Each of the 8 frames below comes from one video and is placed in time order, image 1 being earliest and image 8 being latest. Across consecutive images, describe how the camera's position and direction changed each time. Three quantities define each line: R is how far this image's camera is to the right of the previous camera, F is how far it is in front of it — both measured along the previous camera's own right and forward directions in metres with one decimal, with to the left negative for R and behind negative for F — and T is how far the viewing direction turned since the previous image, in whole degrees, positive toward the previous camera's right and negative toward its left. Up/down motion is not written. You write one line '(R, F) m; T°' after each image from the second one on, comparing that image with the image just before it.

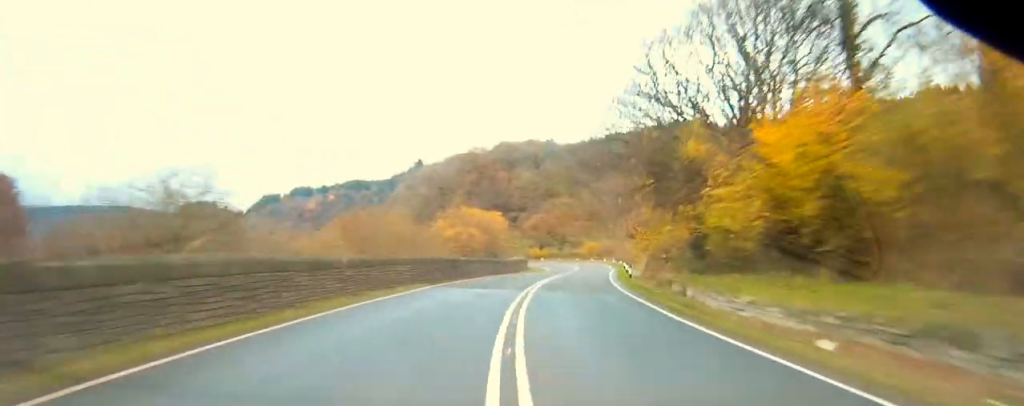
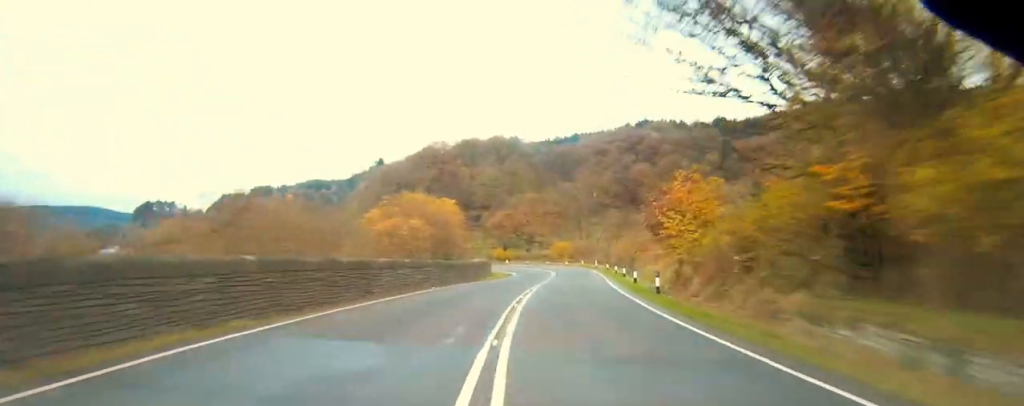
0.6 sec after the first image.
(+0.5, +17.0) m; +3°
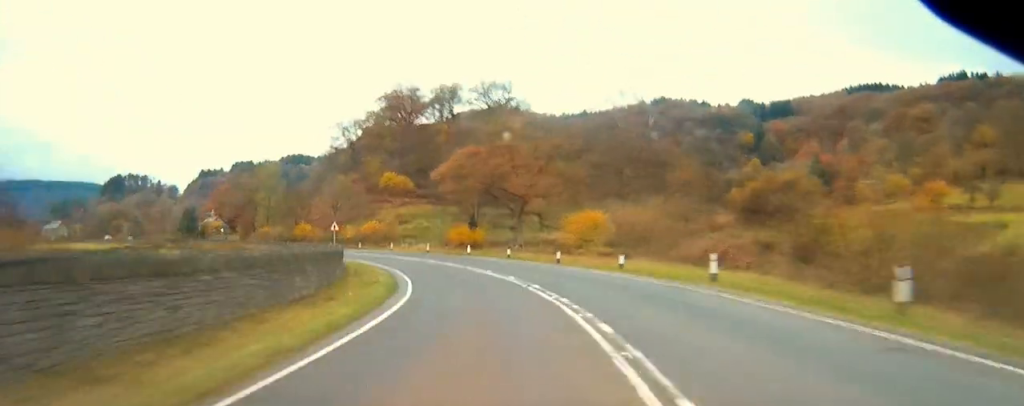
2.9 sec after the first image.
(+3.1, +66.1) m; -1°
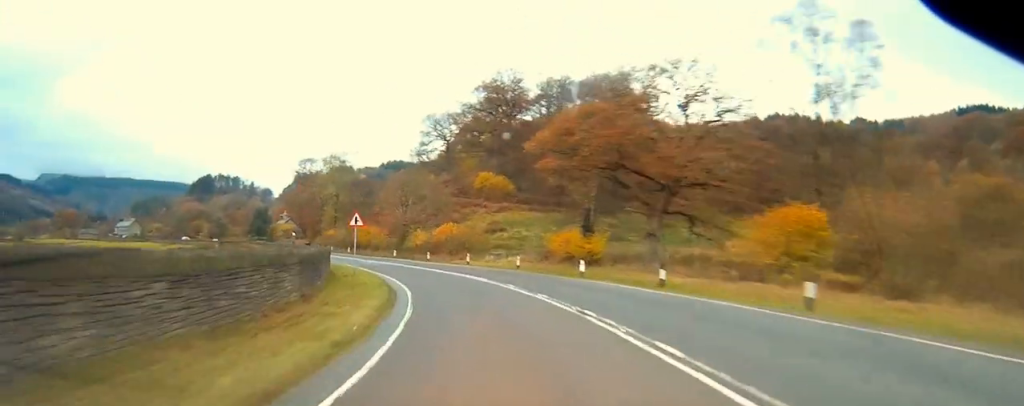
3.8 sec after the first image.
(-1.2, +24.6) m; -8°
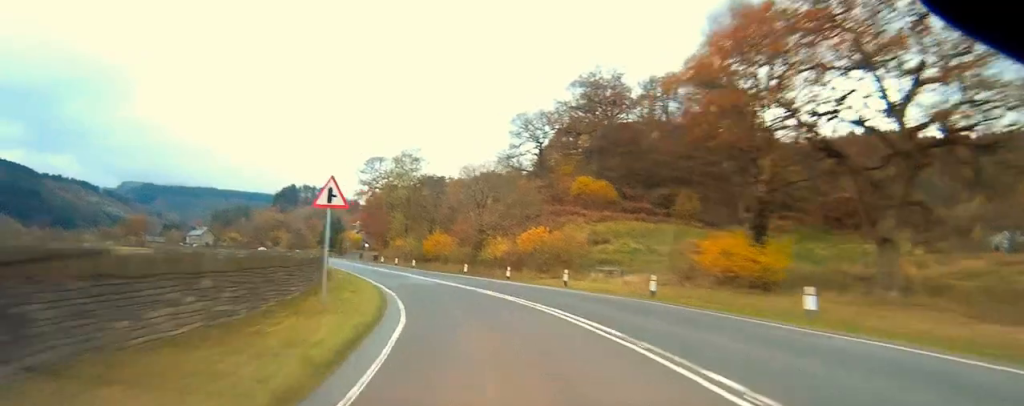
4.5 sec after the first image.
(-1.0, +19.0) m; -8°
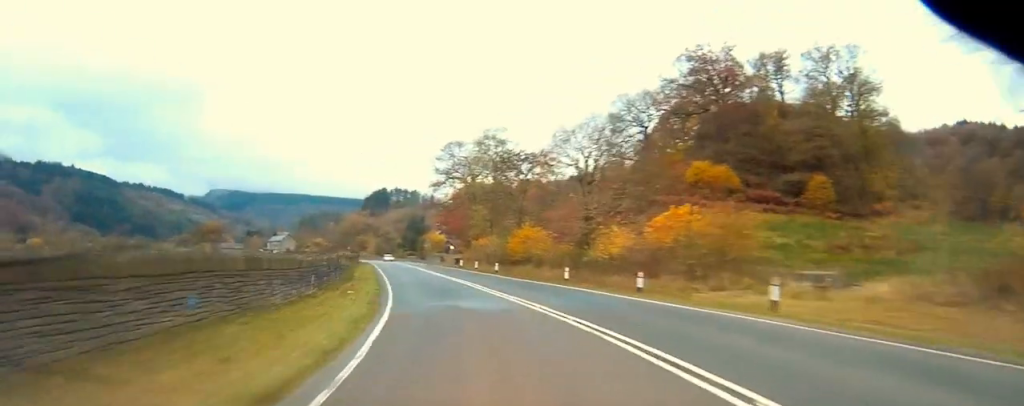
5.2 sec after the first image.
(-1.3, +18.3) m; -9°
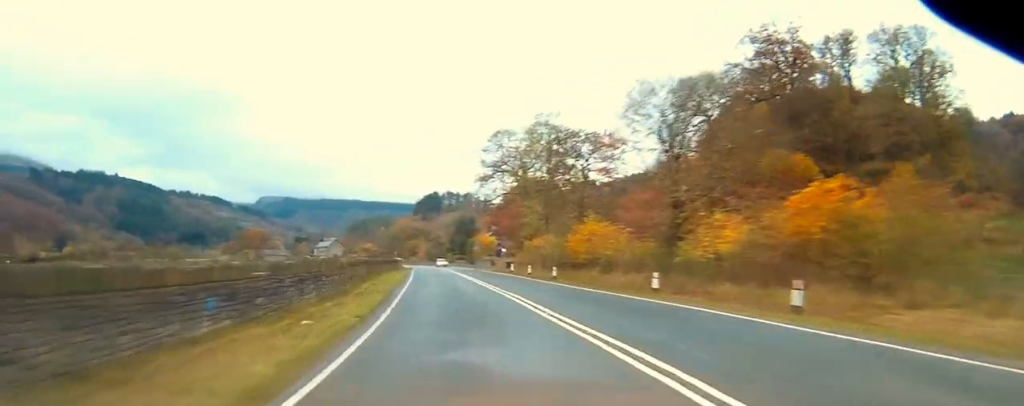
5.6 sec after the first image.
(-0.8, +10.8) m; -3°
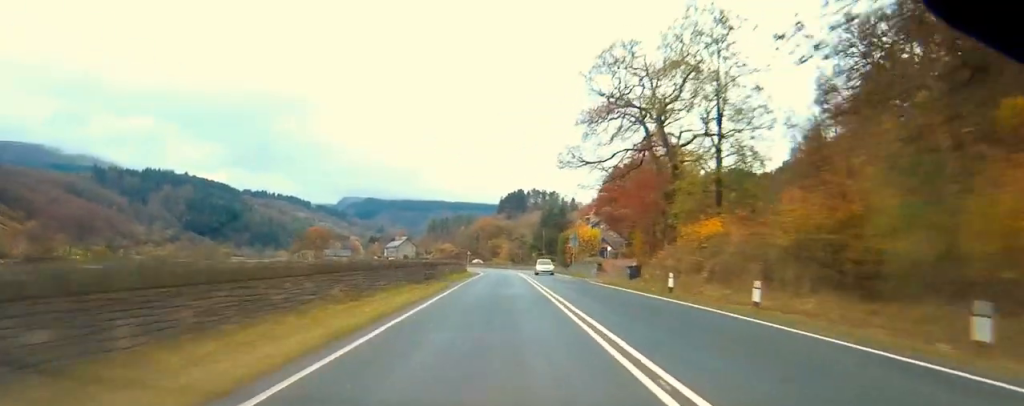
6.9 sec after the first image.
(-3.0, +36.1) m; -6°
